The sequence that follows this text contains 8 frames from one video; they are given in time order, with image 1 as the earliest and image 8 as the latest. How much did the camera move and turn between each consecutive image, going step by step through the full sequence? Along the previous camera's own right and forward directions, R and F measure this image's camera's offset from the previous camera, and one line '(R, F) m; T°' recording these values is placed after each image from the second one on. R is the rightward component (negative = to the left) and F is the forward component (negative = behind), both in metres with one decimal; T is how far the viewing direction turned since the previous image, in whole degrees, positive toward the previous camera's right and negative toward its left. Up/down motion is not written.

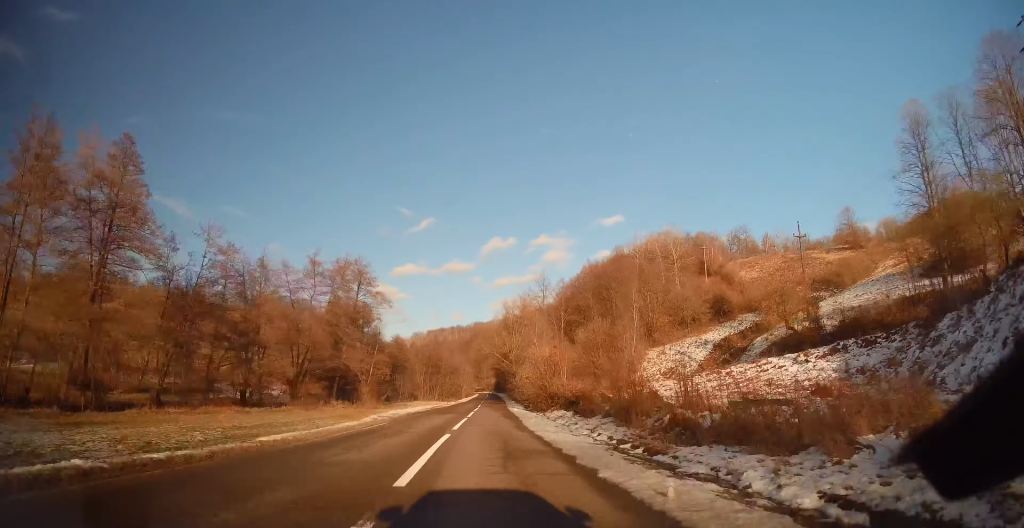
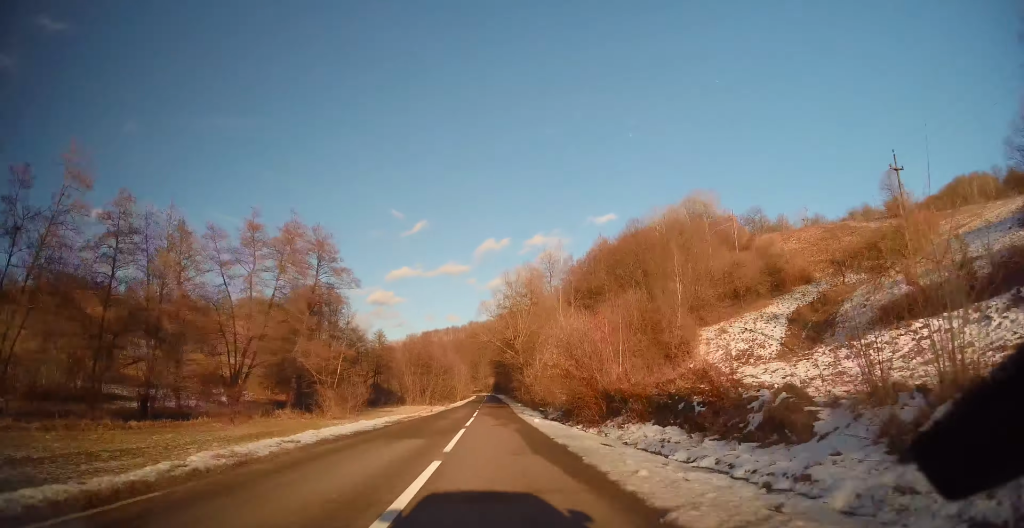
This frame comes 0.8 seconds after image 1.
(+0.6, +17.6) m; +2°
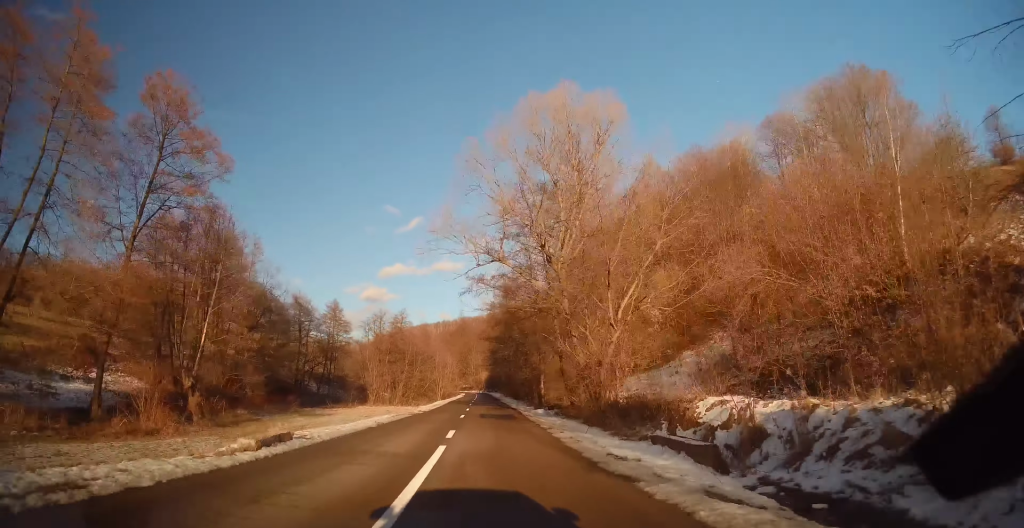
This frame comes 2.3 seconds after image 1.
(+0.1, +32.0) m; -1°
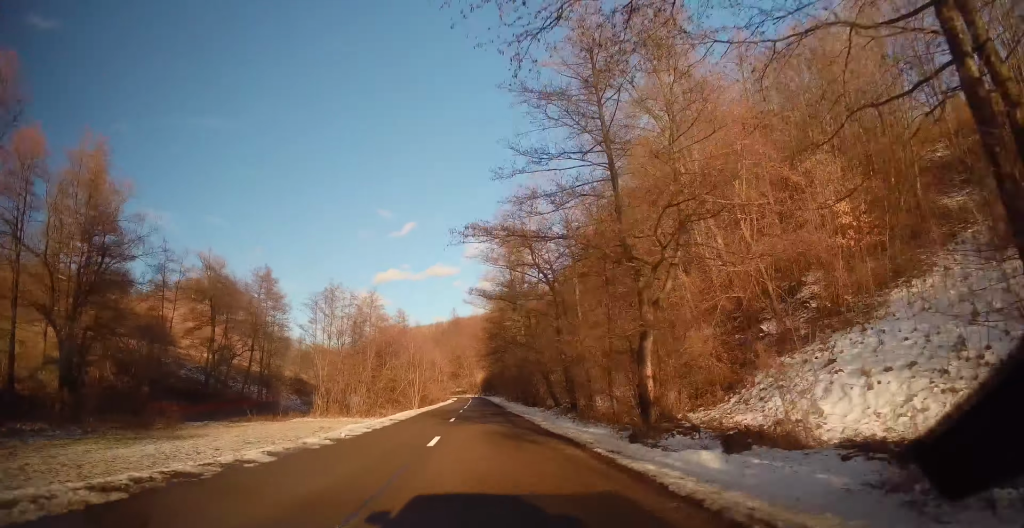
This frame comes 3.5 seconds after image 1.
(-0.3, +26.6) m; 0°
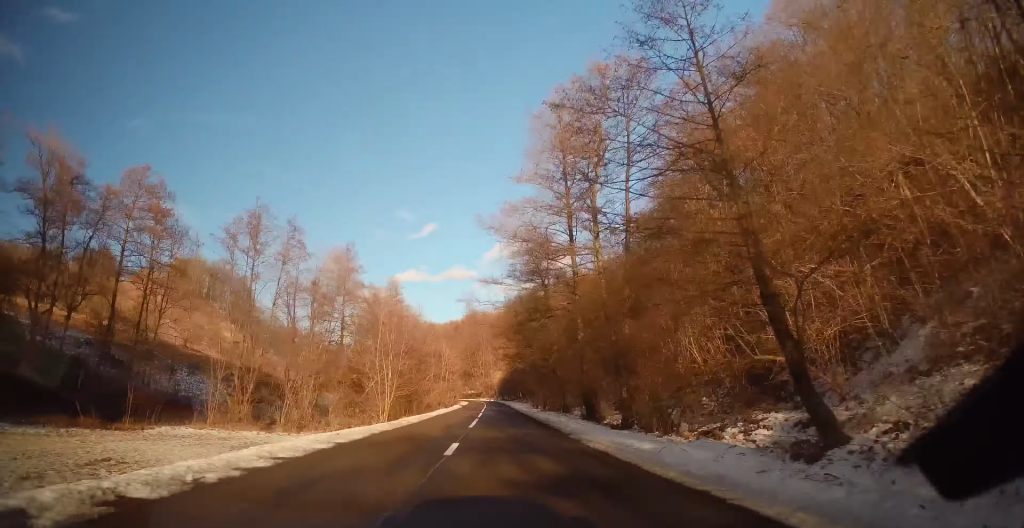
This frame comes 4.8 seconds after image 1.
(+0.1, +26.8) m; 0°
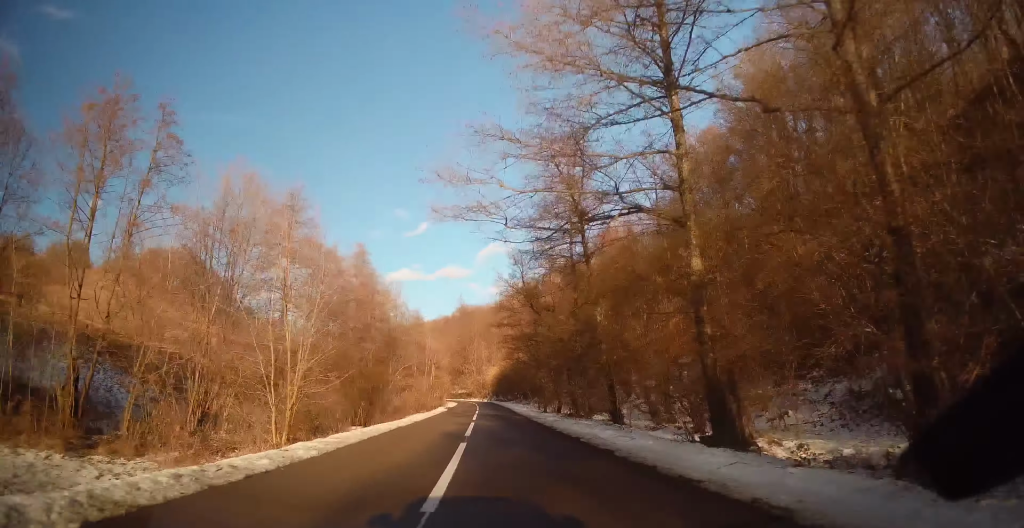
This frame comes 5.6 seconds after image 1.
(0.0, +16.6) m; 0°
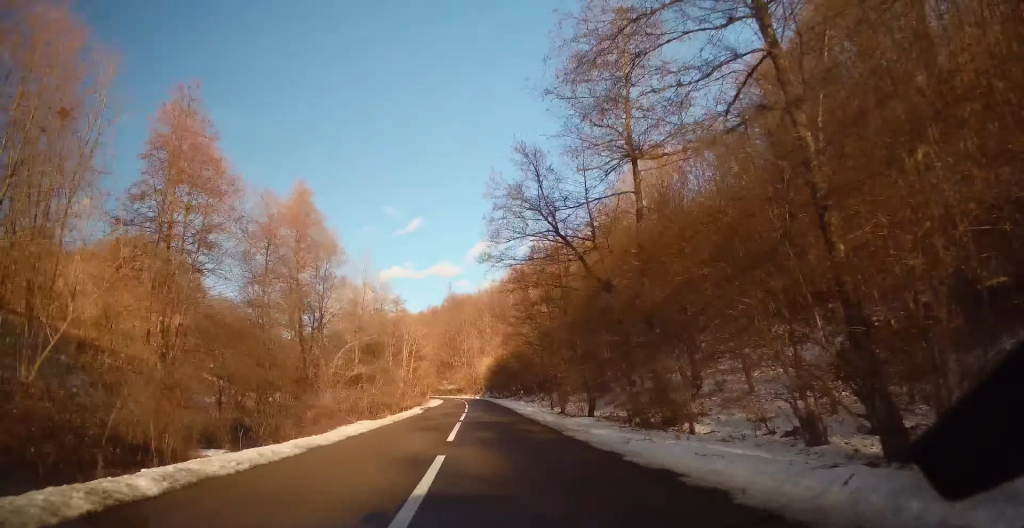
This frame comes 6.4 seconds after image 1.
(-0.1, +16.2) m; +1°
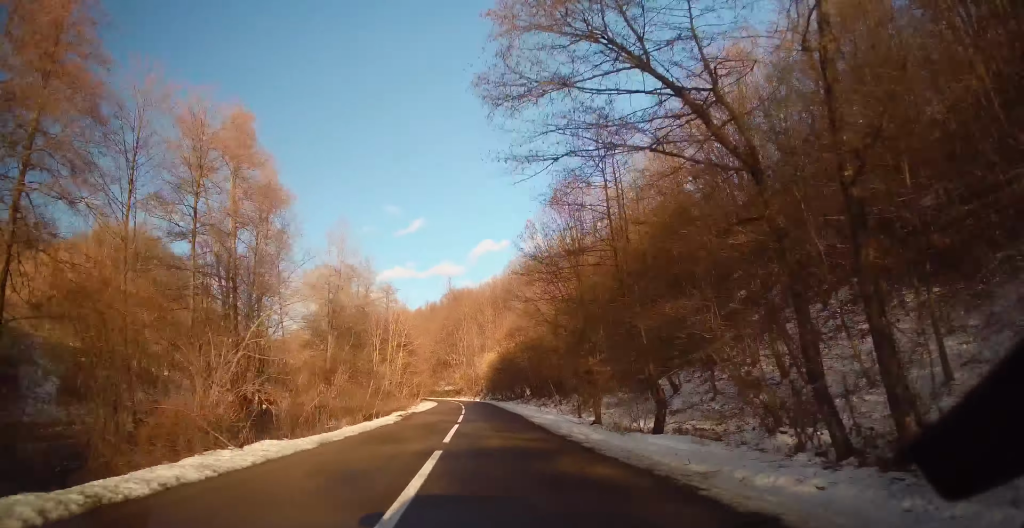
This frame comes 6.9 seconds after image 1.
(+0.2, +11.2) m; +1°
